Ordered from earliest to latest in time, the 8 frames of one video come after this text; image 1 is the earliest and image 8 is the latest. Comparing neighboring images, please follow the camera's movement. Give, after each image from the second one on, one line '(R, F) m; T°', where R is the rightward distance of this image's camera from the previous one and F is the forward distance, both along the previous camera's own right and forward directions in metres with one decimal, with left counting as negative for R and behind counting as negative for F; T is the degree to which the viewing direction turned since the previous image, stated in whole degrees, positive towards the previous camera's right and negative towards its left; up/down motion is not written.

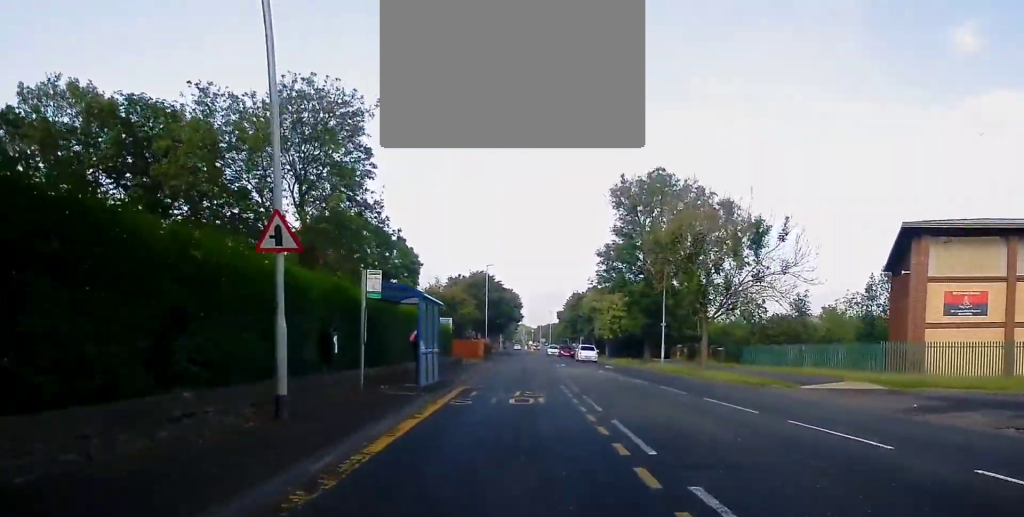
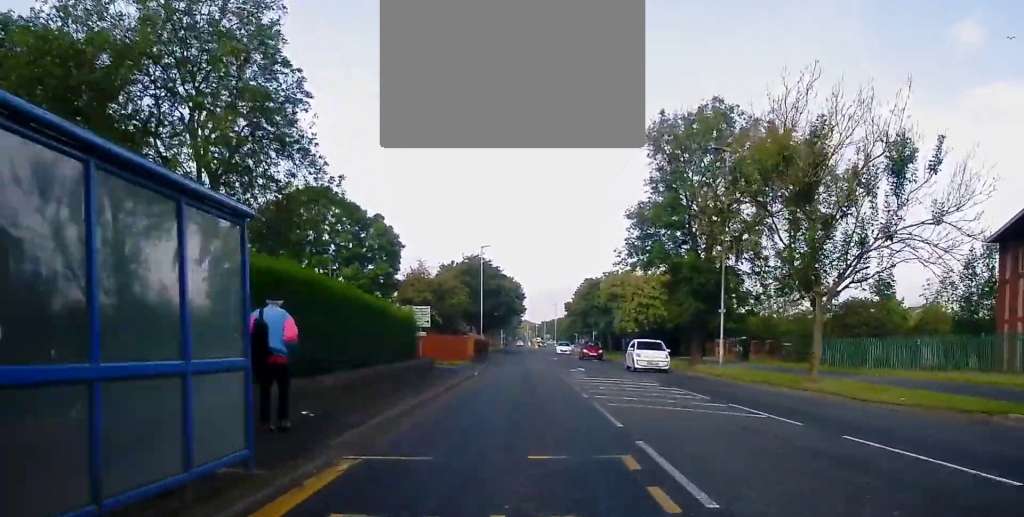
(+0.1, +14.8) m; -1°
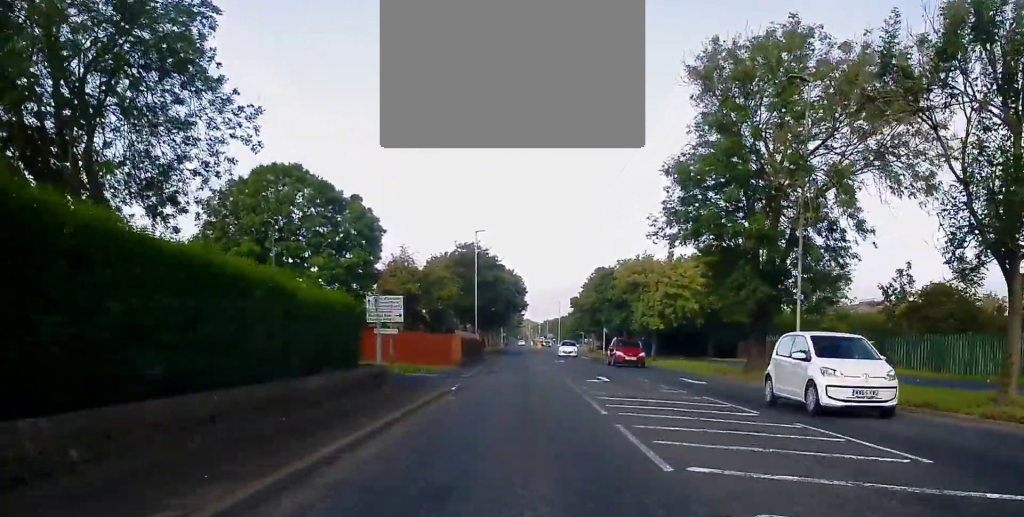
(-0.3, +10.4) m; -2°
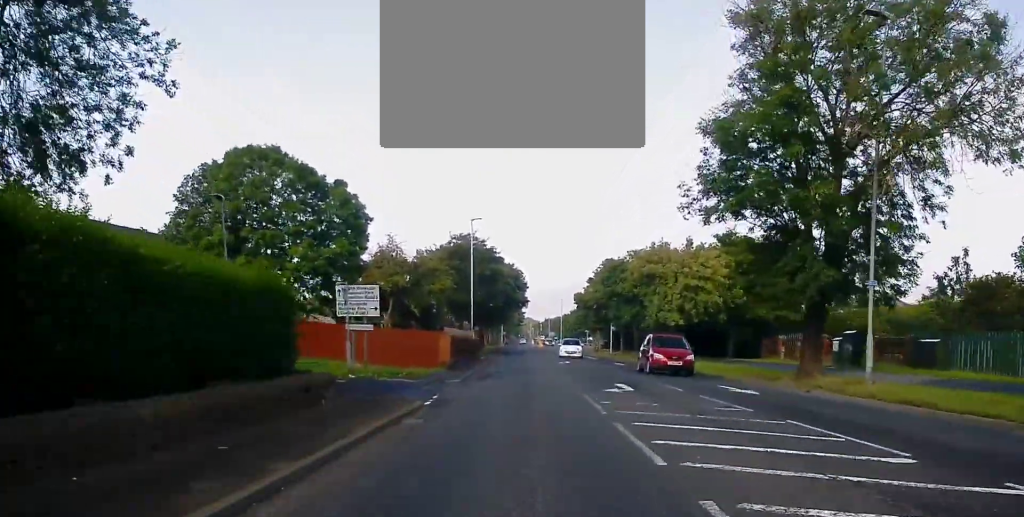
(-0.1, +5.7) m; 0°
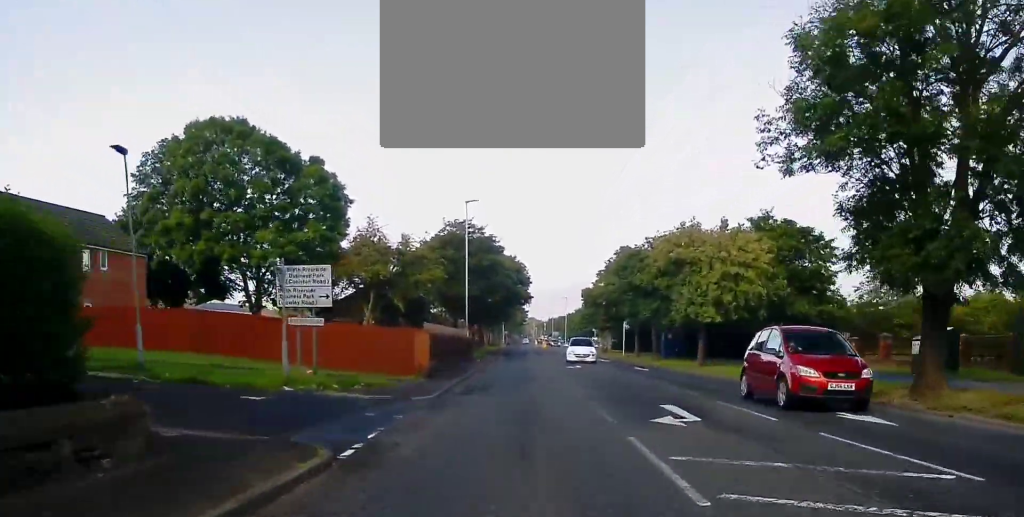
(0.0, +7.6) m; +2°
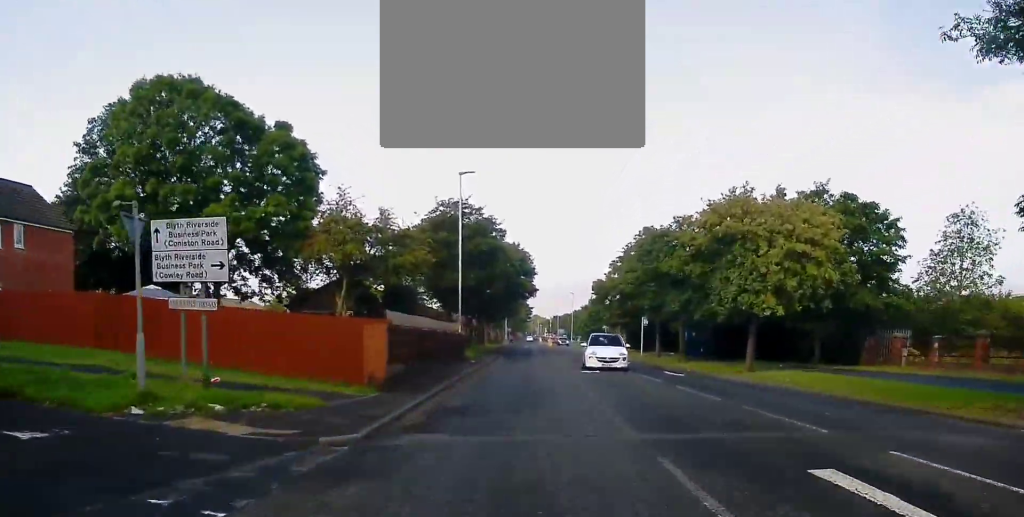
(+0.2, +8.0) m; 0°
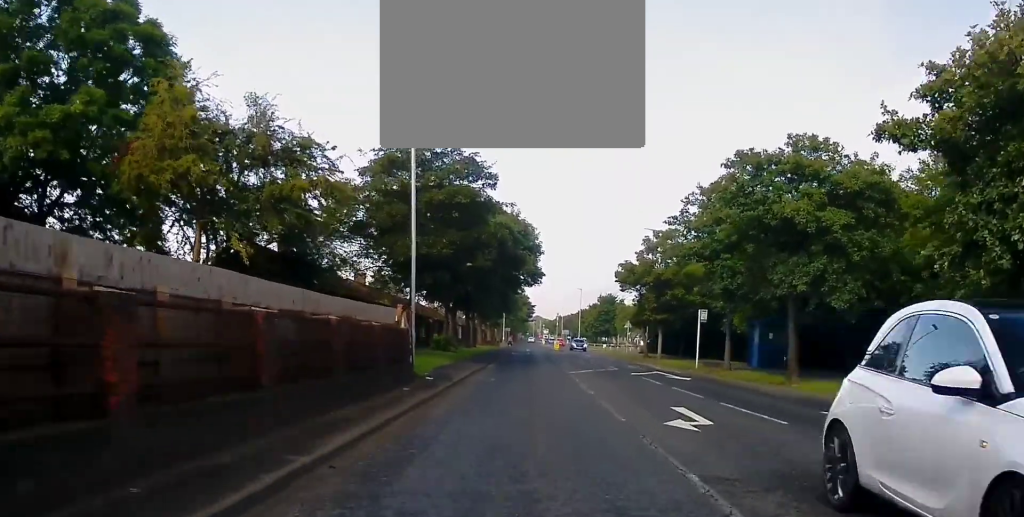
(-0.3, +18.1) m; -3°
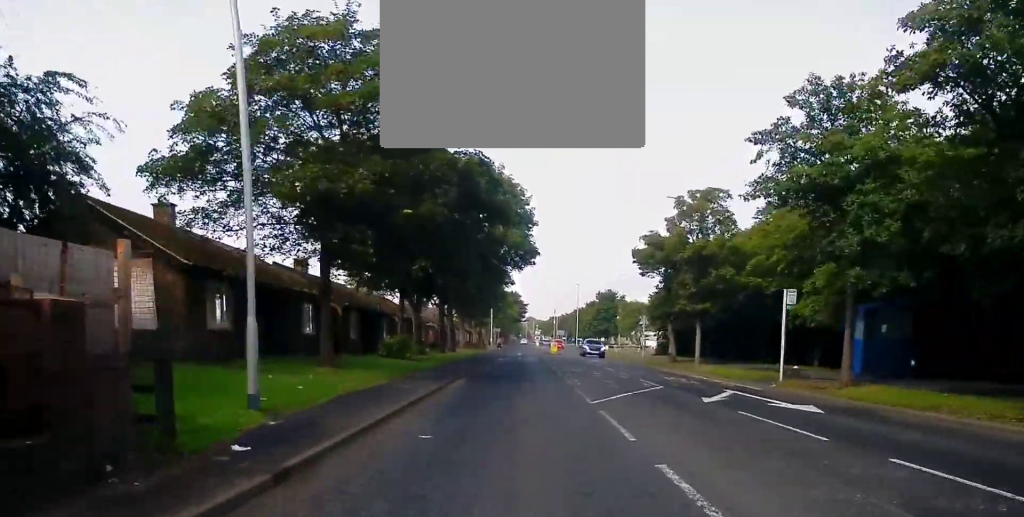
(+0.2, +14.0) m; +2°
